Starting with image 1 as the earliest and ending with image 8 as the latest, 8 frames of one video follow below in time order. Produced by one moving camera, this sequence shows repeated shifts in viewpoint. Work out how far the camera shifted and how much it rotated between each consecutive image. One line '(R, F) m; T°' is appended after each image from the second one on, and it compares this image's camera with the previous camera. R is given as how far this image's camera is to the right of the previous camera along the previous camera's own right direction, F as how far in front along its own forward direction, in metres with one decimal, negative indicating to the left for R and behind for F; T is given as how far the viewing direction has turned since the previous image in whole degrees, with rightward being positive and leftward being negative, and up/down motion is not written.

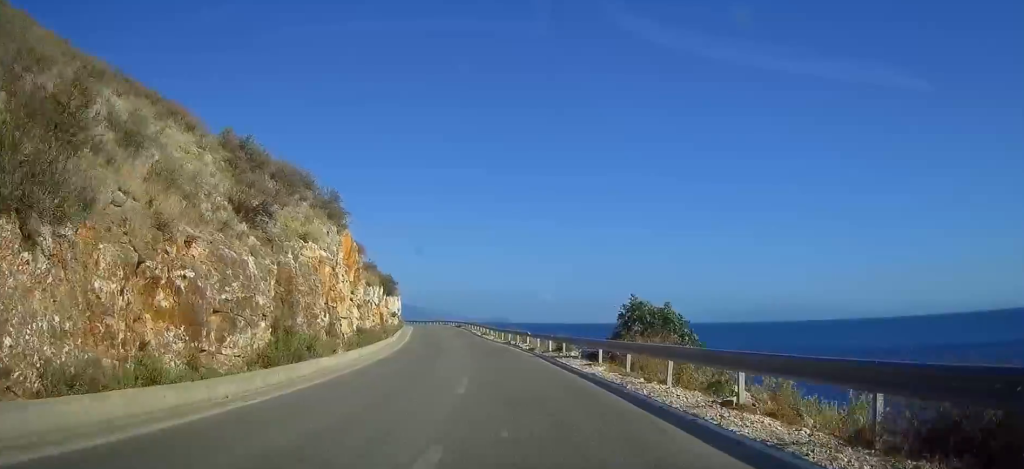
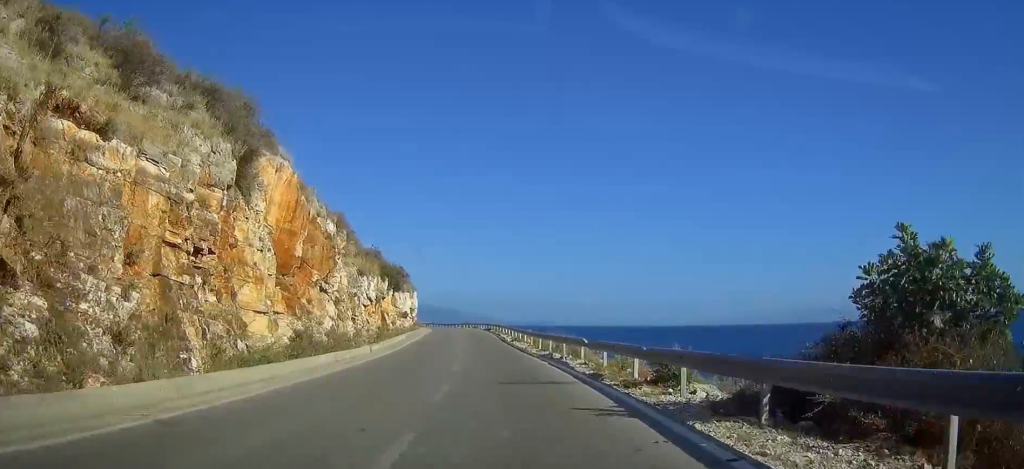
(0.0, +16.9) m; 0°
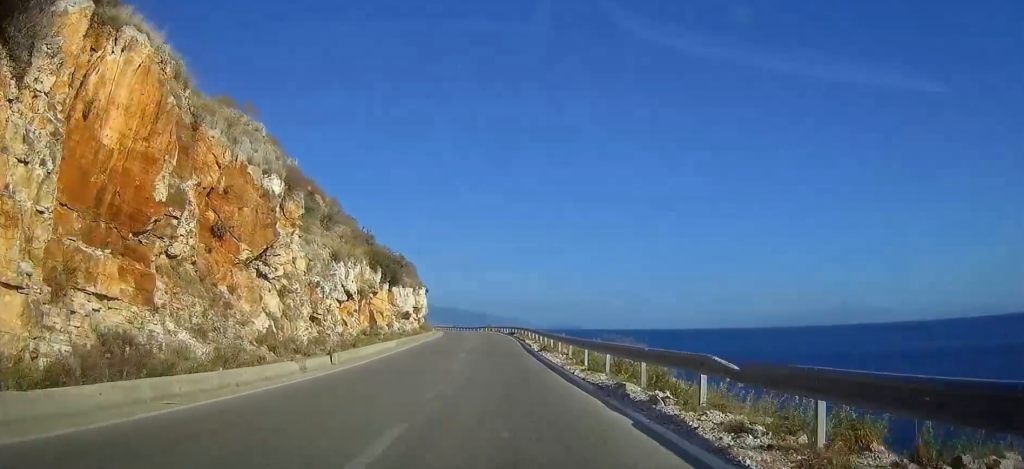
(0.0, +13.9) m; 0°
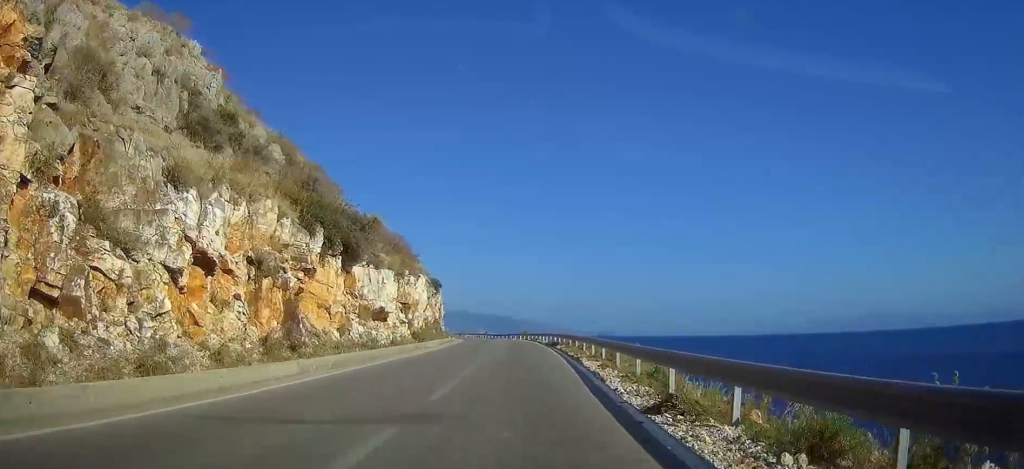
(0.0, +22.1) m; 0°
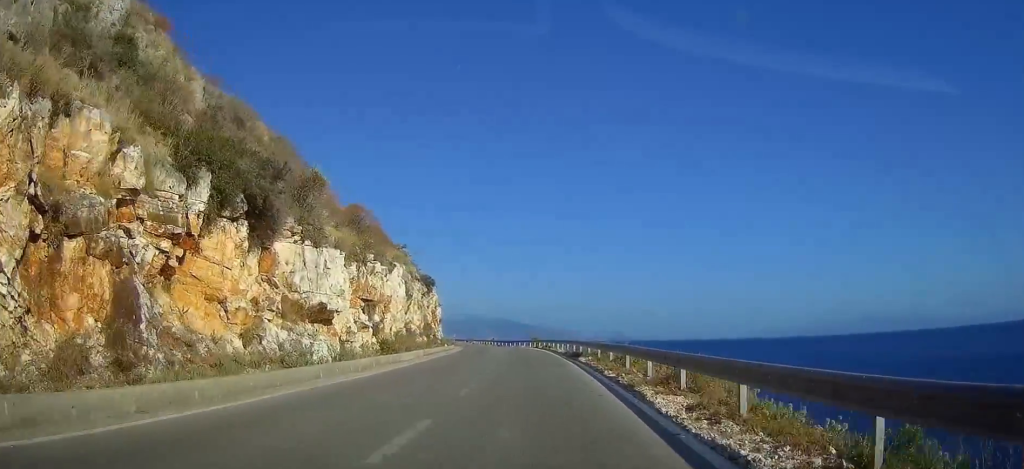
(-0.1, +11.2) m; -2°
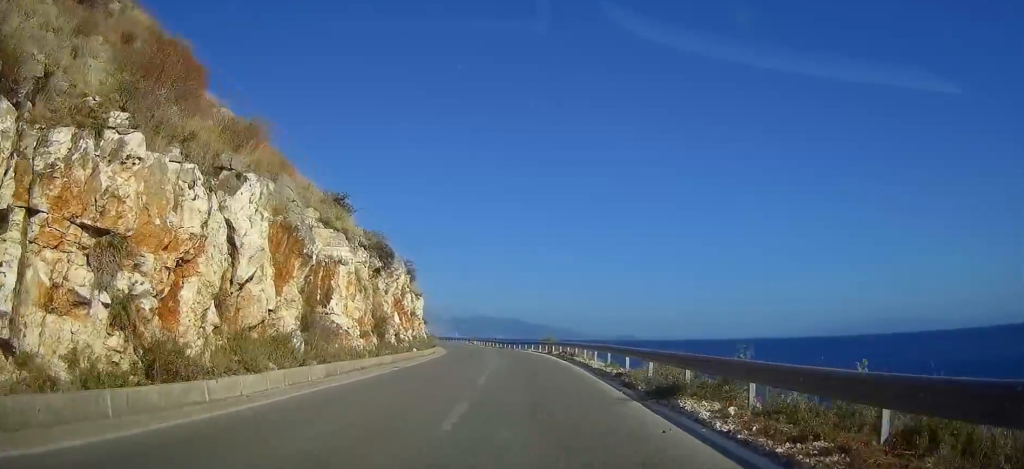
(-0.8, +19.5) m; -4°
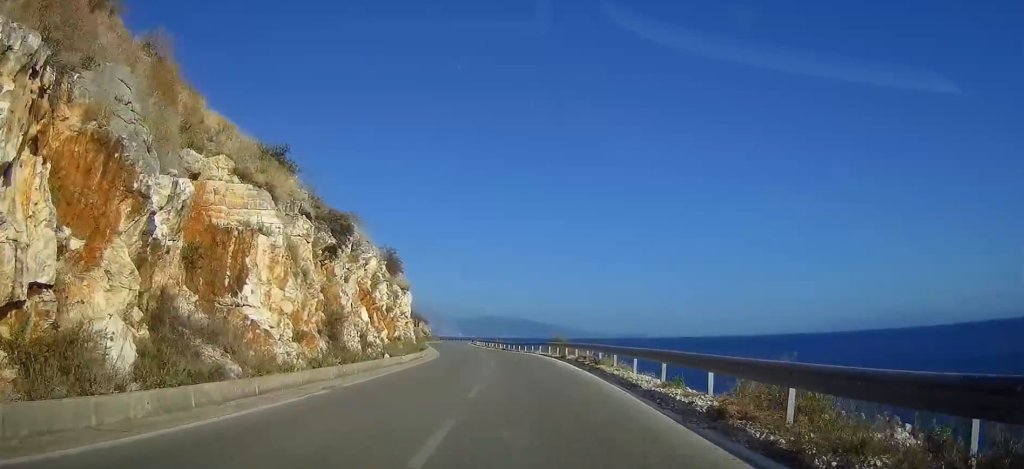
(-0.2, +9.5) m; -2°
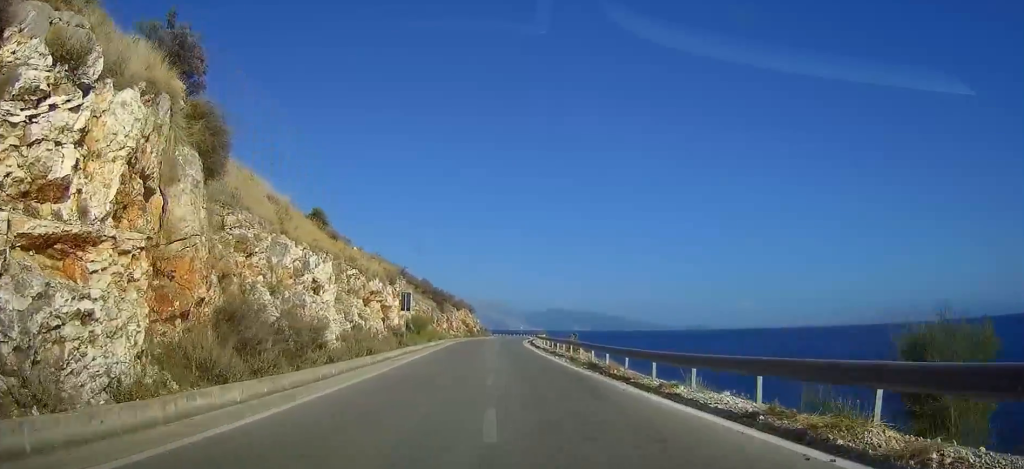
(-1.6, +44.5) m; -5°
